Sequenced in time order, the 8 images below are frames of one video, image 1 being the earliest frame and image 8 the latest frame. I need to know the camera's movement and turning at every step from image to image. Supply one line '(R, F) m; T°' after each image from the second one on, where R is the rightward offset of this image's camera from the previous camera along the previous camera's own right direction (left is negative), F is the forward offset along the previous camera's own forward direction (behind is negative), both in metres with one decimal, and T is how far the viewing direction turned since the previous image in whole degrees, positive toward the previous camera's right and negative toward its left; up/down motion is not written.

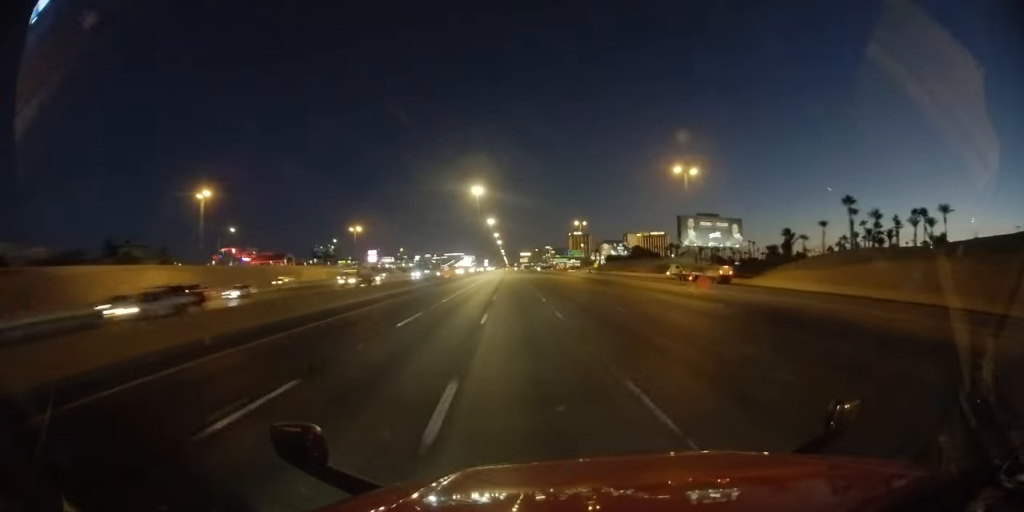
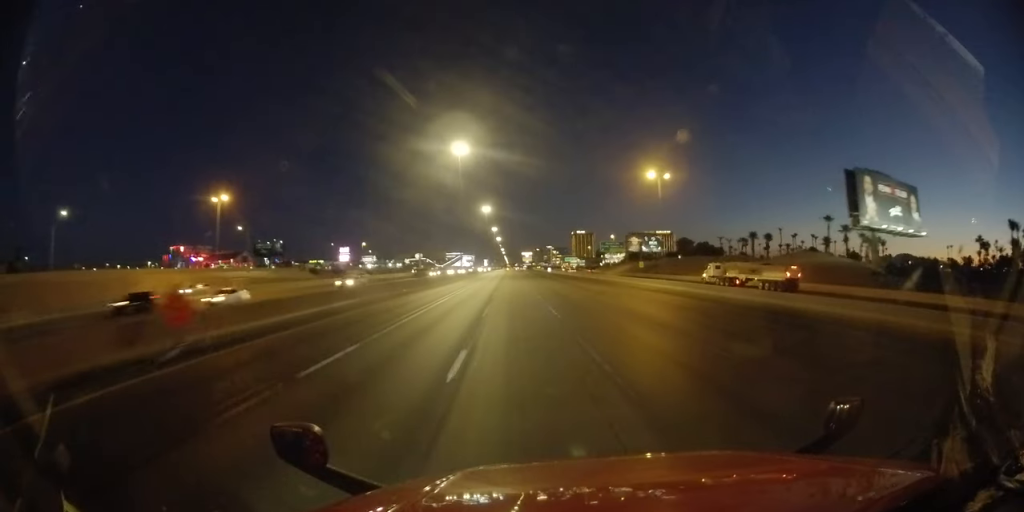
(-0.3, +57.6) m; 0°
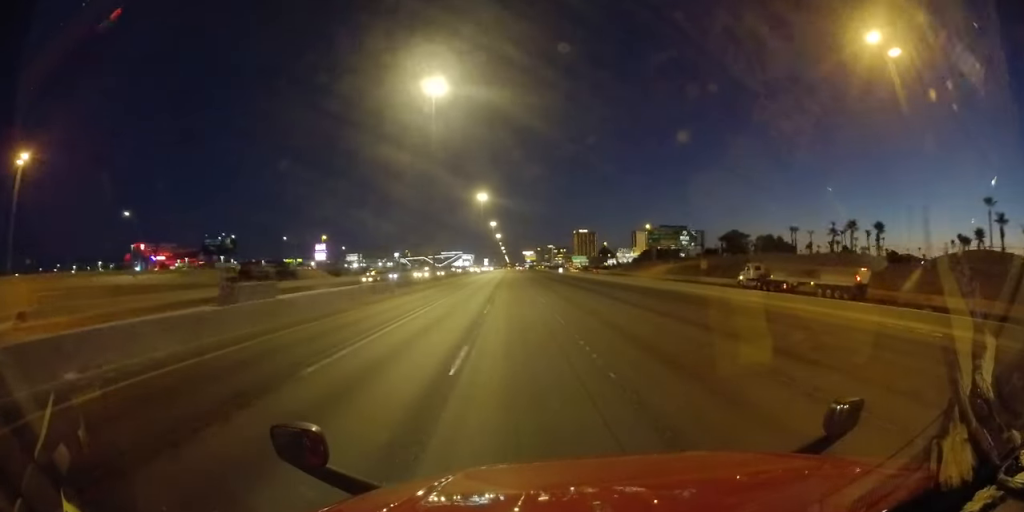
(0.0, +36.3) m; 0°
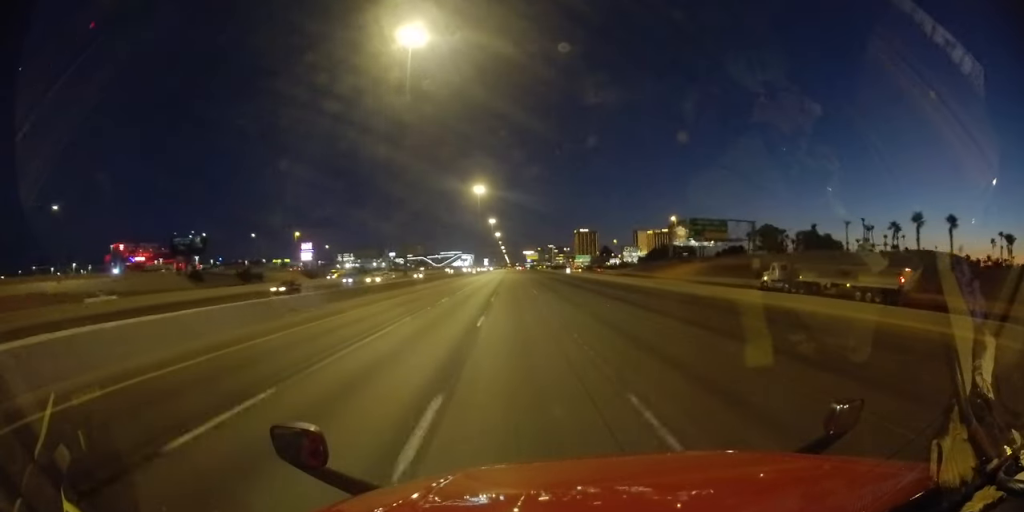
(0.0, +17.1) m; 0°
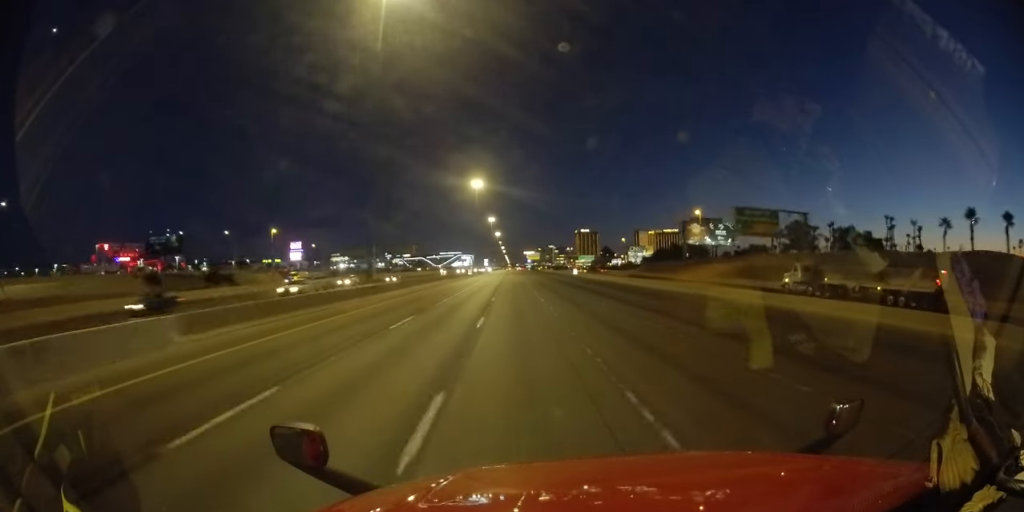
(0.0, +12.1) m; 0°
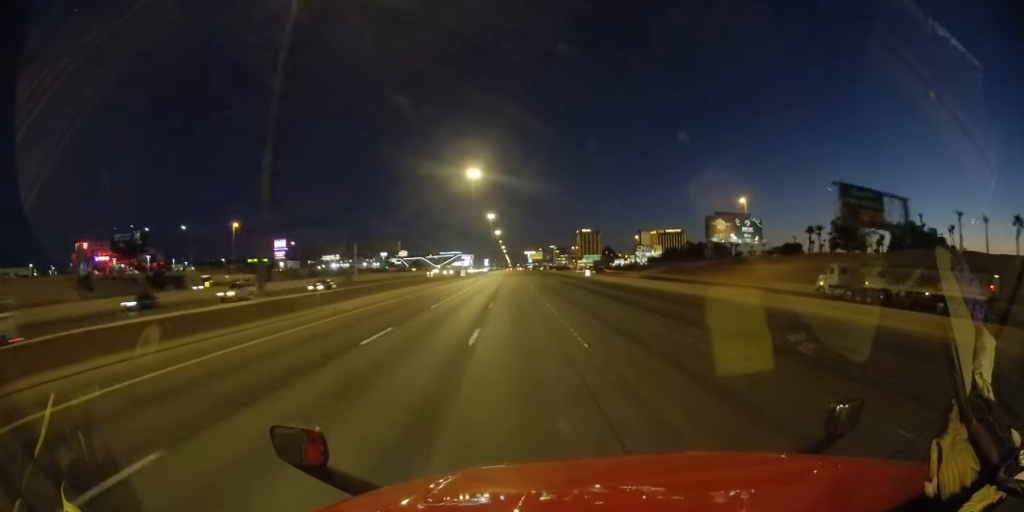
(0.0, +16.1) m; 0°
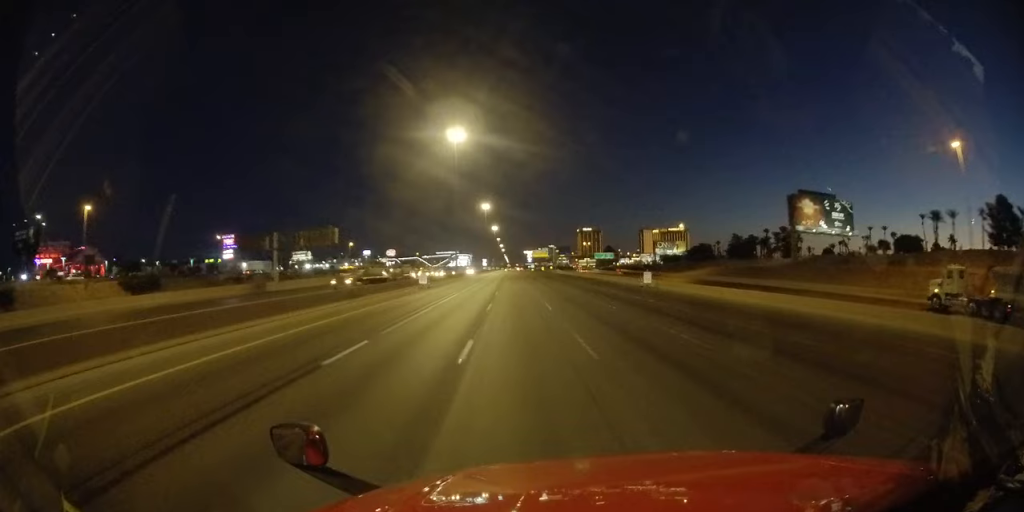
(0.0, +39.3) m; 0°
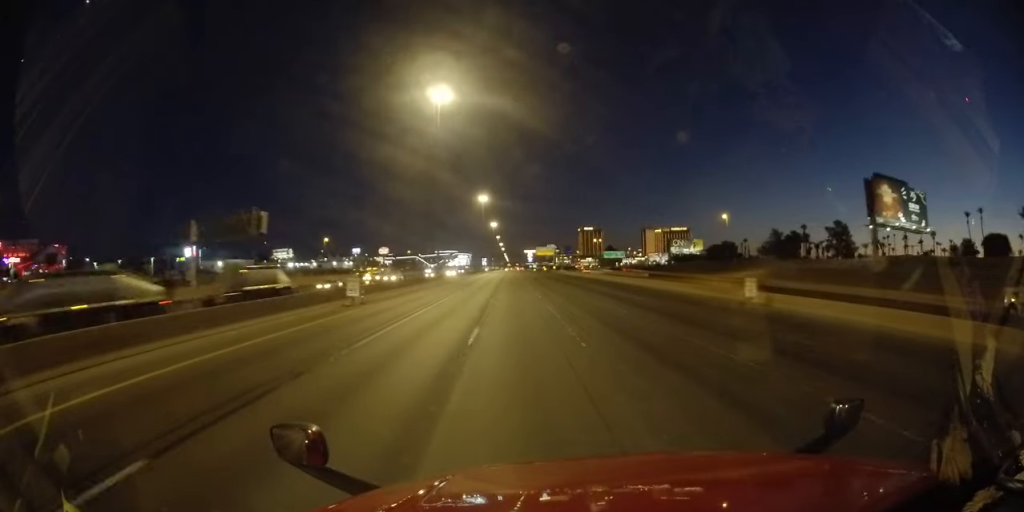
(0.0, +22.2) m; 0°
